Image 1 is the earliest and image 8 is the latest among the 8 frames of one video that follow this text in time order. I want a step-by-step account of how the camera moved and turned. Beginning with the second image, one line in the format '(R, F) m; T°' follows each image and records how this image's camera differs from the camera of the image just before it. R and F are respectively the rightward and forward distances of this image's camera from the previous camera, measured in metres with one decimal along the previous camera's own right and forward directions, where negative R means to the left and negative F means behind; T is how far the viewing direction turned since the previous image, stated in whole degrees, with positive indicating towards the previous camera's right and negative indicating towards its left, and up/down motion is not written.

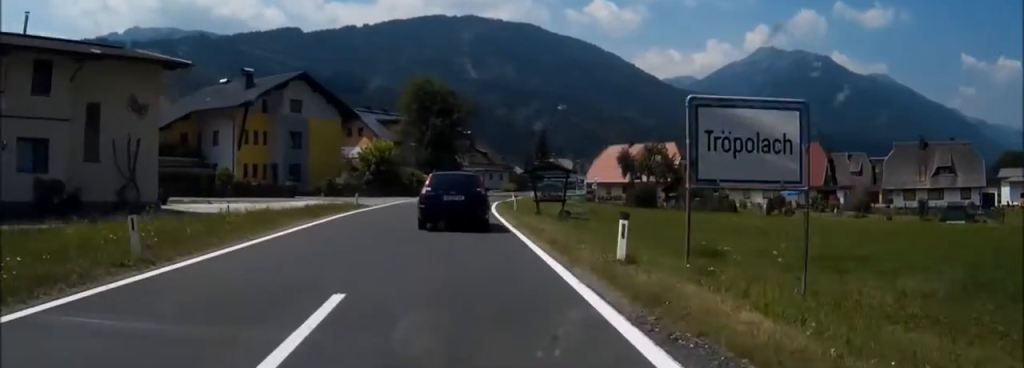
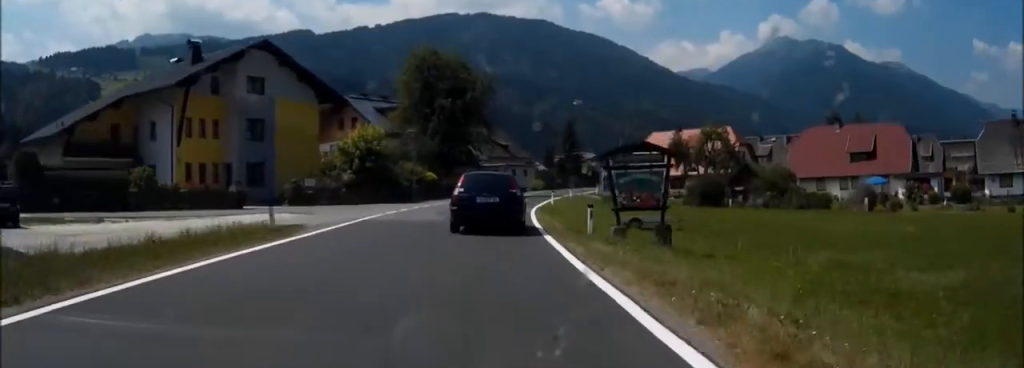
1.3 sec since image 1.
(0.0, +18.4) m; 0°
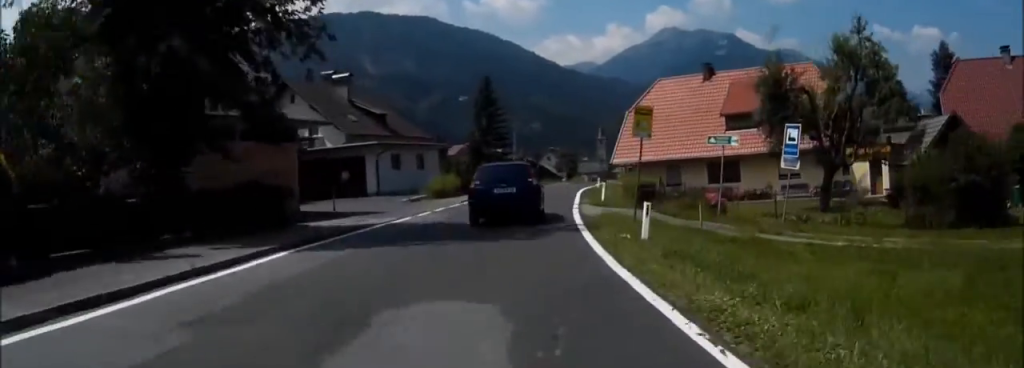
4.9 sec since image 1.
(-1.9, +48.3) m; -1°
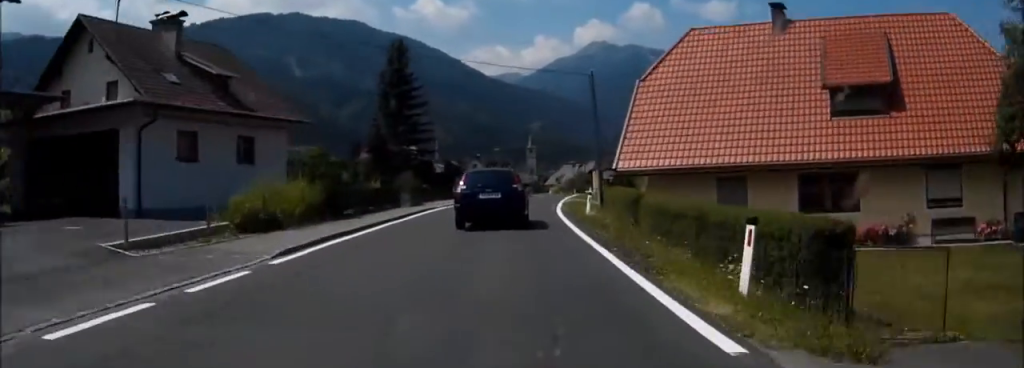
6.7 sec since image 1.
(+1.1, +23.8) m; +5°
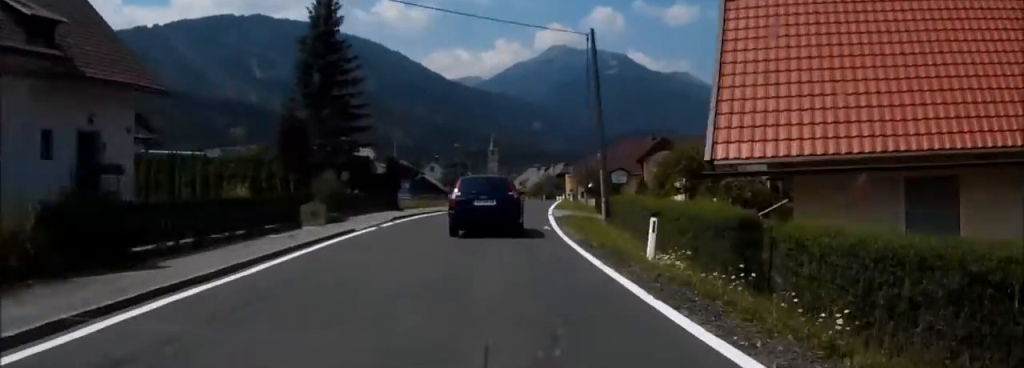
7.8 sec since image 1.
(+0.4, +14.1) m; 0°
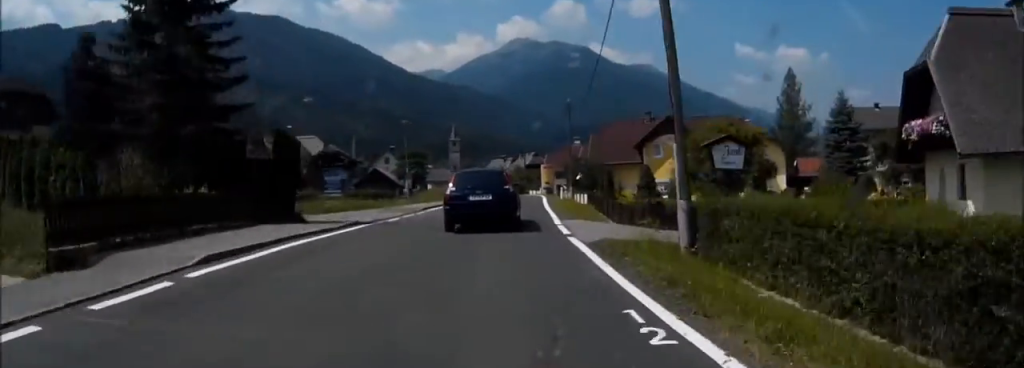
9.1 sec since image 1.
(+1.1, +16.7) m; -4°
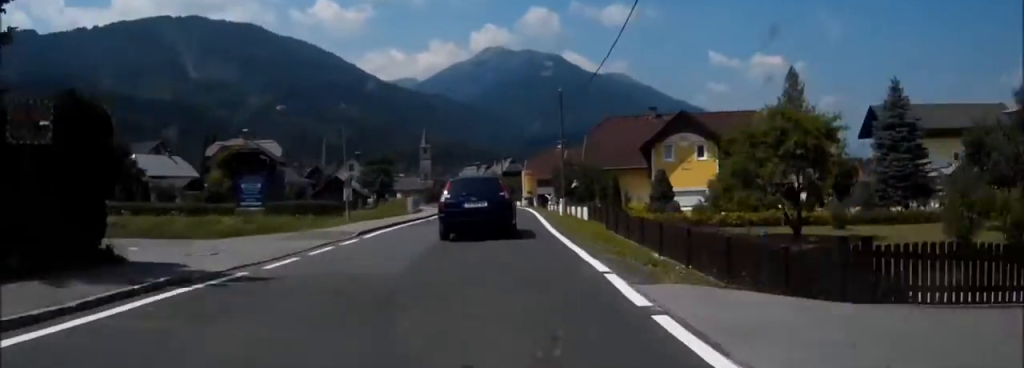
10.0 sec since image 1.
(-1.2, +12.3) m; -1°
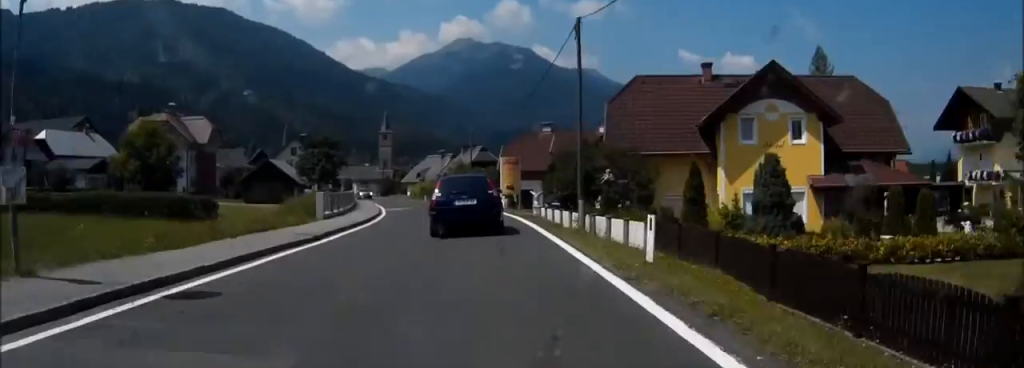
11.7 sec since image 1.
(-1.8, +21.7) m; +2°
